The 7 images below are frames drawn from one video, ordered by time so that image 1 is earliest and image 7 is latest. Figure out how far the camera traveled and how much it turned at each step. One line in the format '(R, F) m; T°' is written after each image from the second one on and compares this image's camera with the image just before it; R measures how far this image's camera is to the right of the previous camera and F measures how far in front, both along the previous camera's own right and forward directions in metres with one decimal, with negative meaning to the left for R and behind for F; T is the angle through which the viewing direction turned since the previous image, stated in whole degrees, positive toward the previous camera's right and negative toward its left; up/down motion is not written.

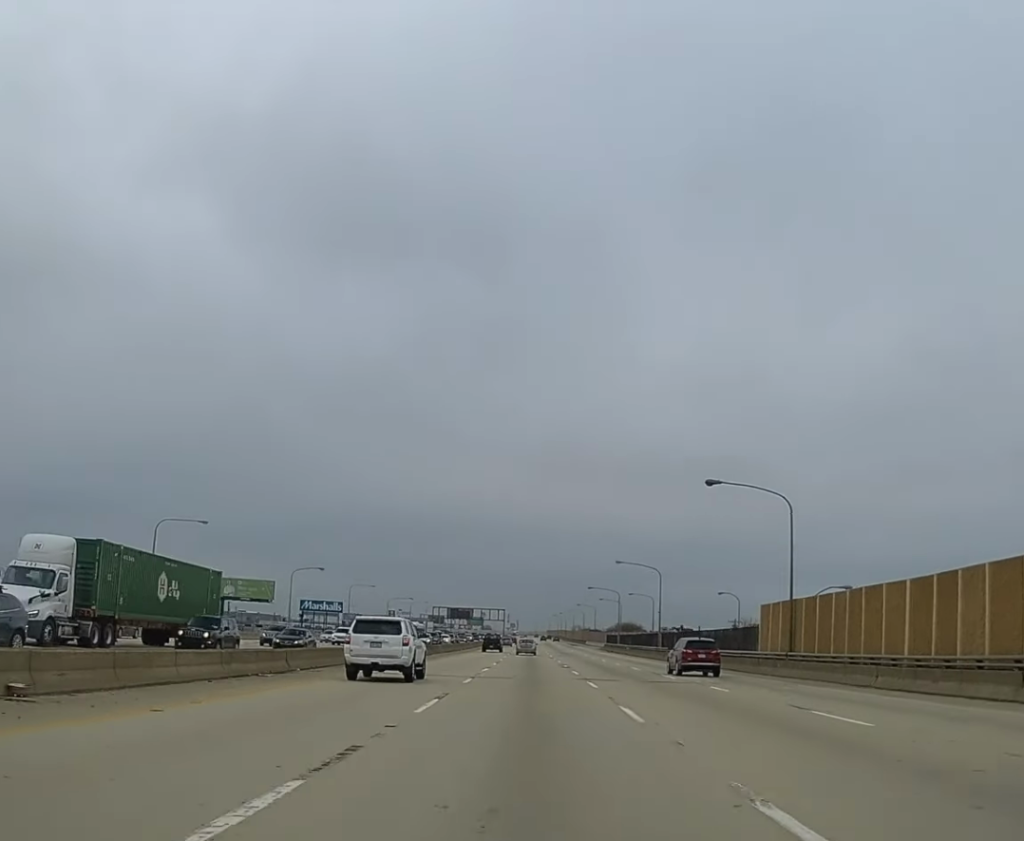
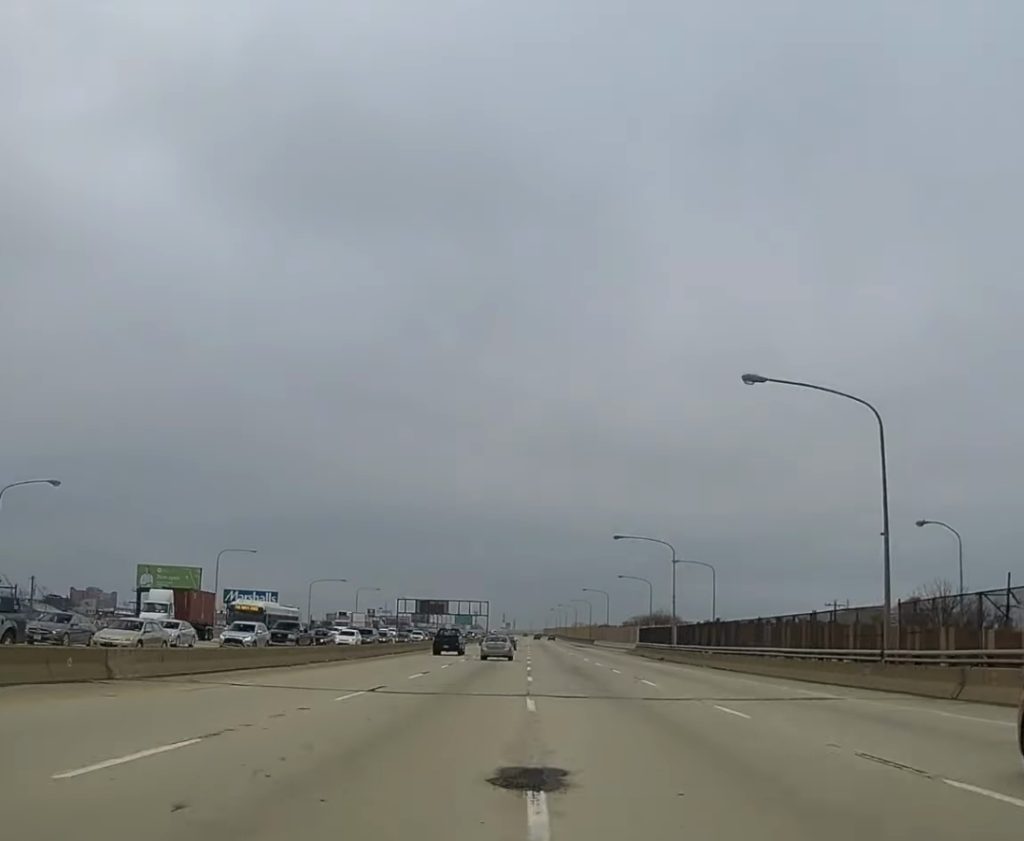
(-0.3, +71.1) m; 0°
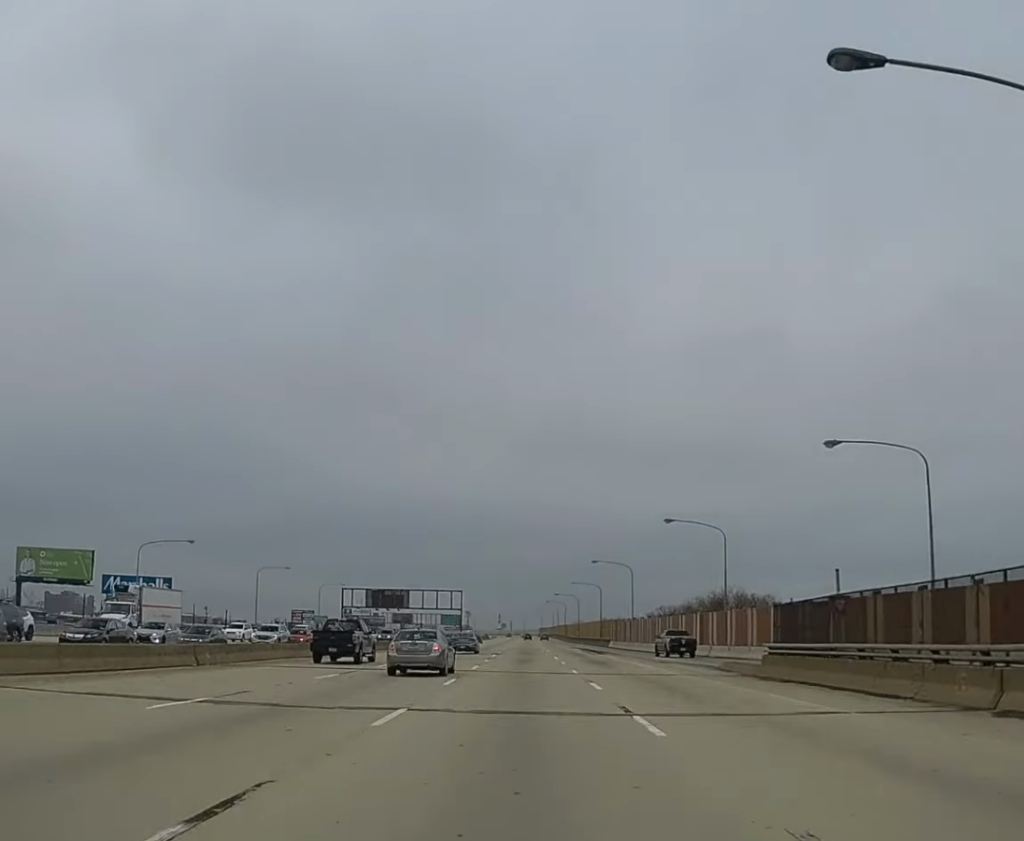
(+0.2, +66.0) m; 0°
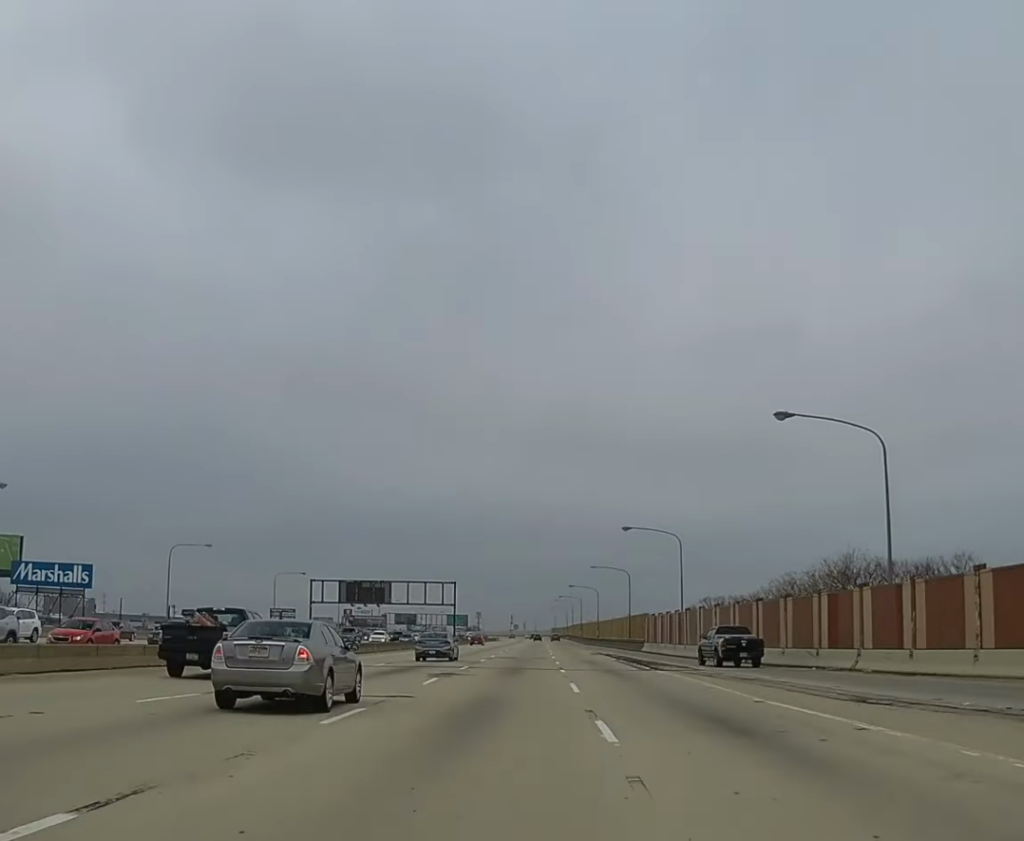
(0.0, +36.4) m; 0°
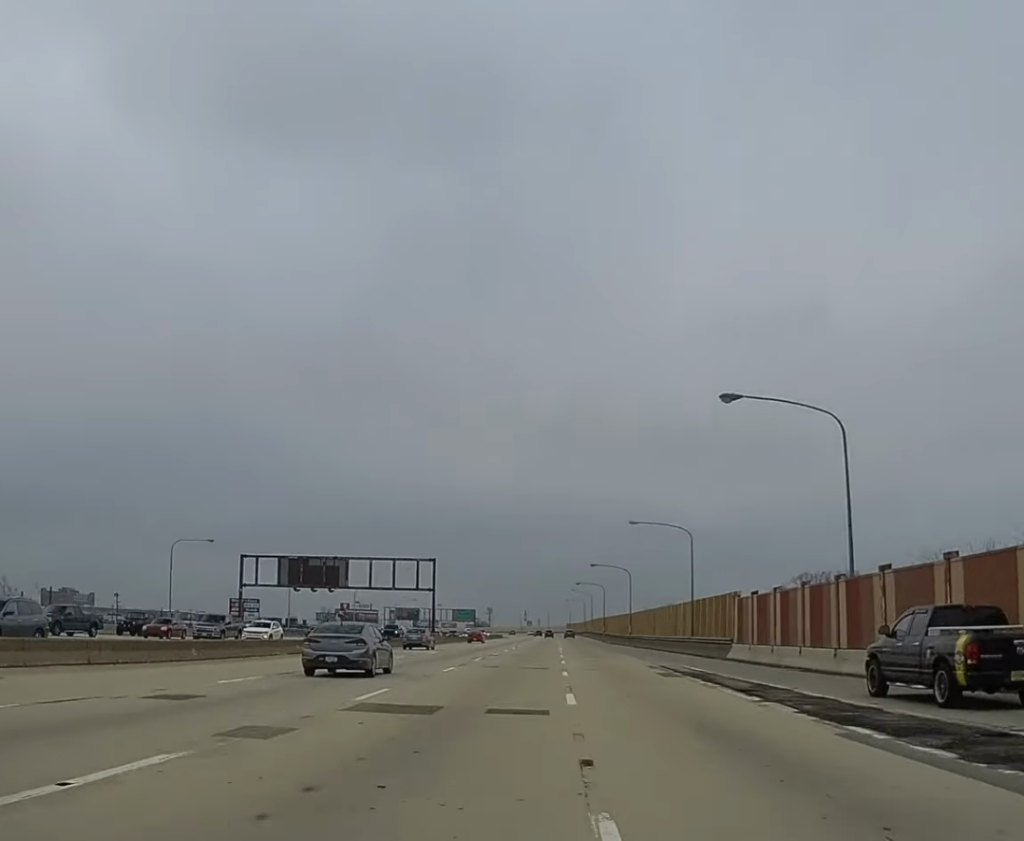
(-0.1, +44.5) m; -1°
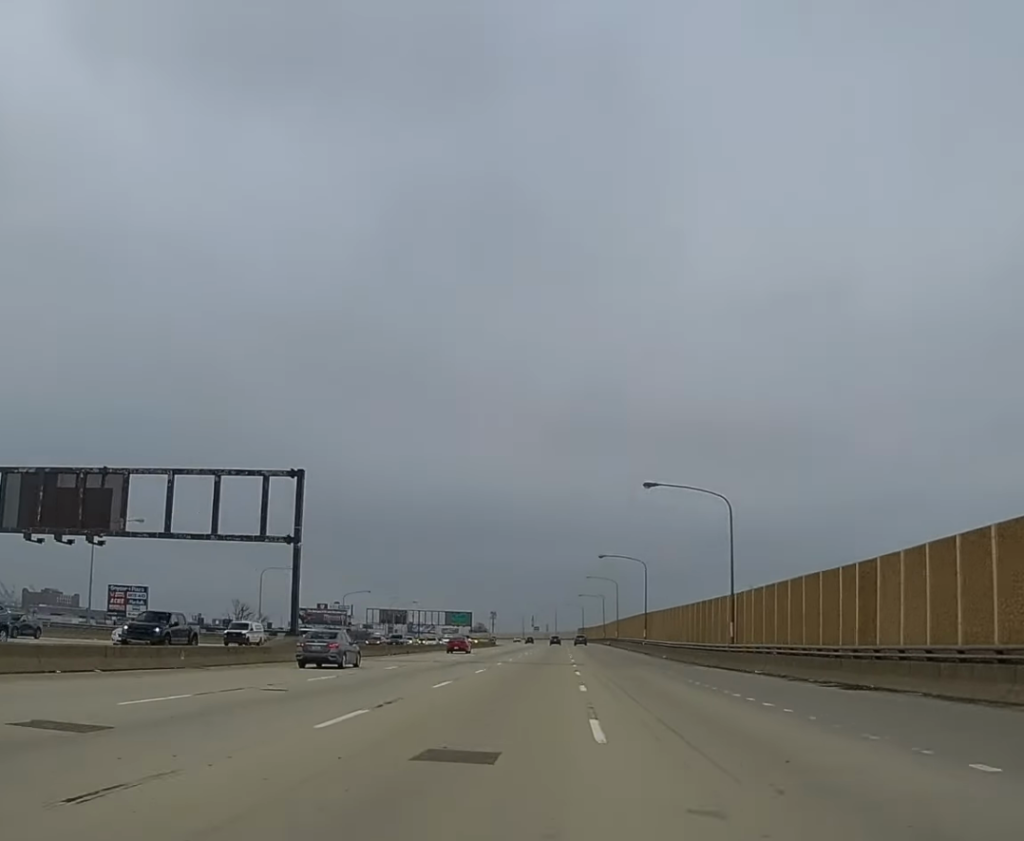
(-0.5, +66.5) m; -1°
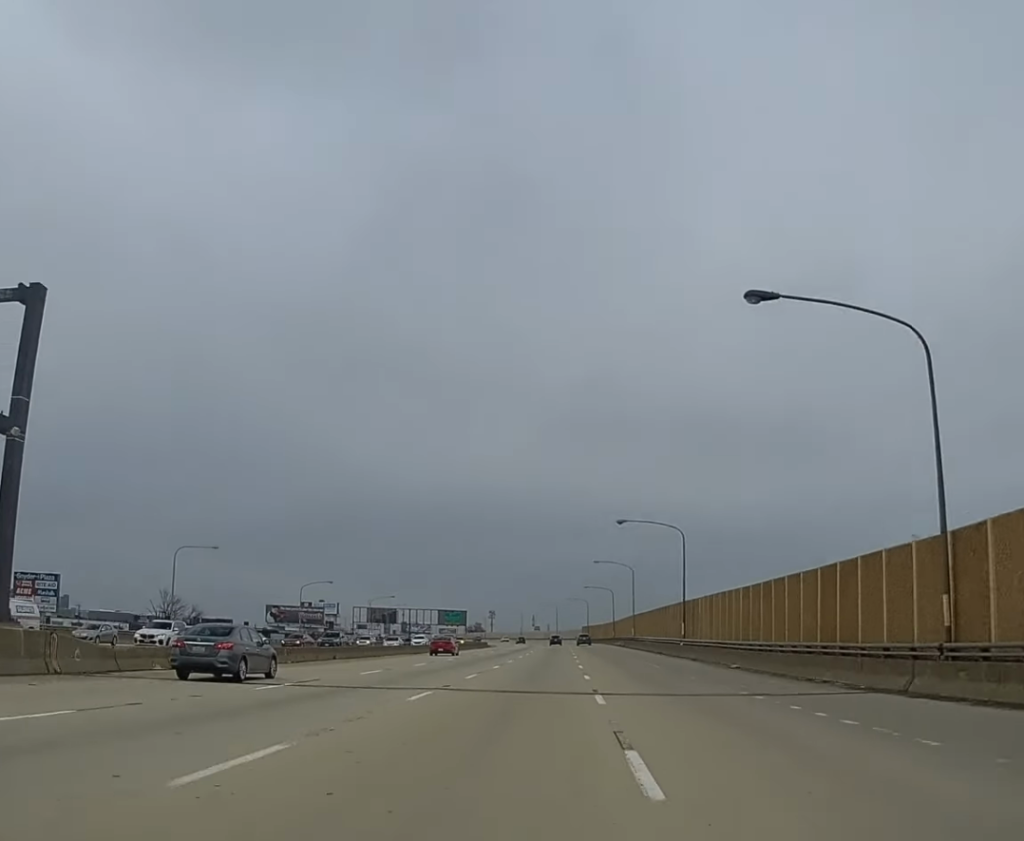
(+0.1, +30.1) m; 0°
